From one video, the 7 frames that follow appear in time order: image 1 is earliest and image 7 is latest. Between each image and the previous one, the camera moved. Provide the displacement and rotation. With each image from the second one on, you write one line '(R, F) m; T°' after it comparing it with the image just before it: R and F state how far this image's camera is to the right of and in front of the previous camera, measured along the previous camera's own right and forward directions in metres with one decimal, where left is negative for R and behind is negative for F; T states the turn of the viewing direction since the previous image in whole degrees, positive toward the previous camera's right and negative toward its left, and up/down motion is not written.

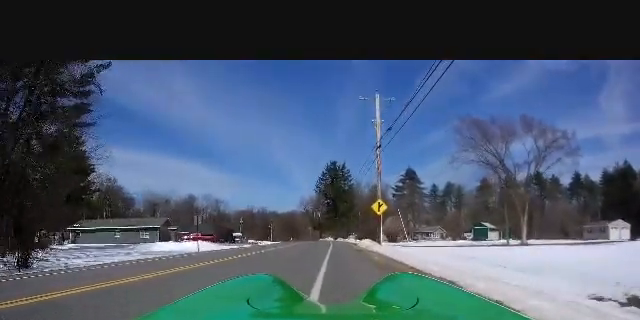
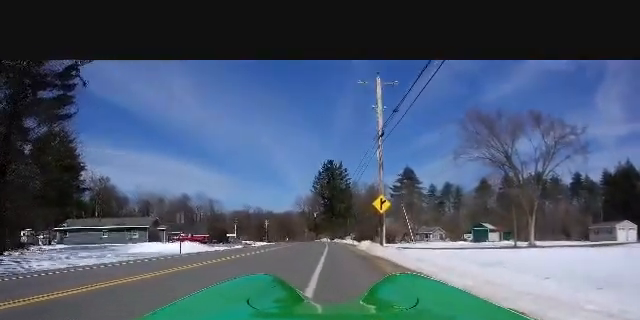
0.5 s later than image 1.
(+0.1, +2.9) m; 0°
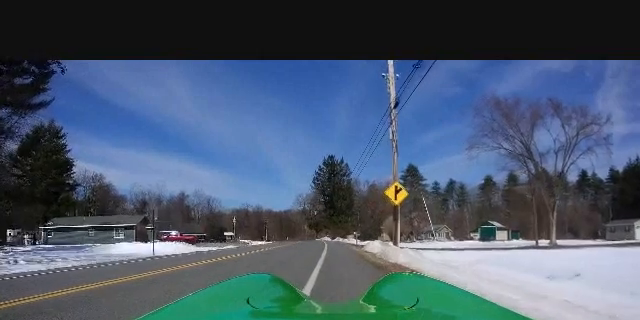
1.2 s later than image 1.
(-0.2, +4.6) m; -2°
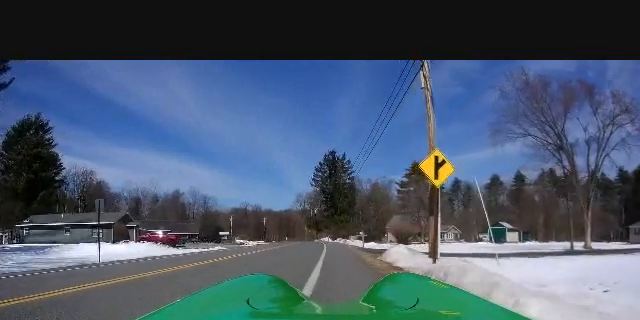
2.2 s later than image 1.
(-0.1, +6.2) m; -1°
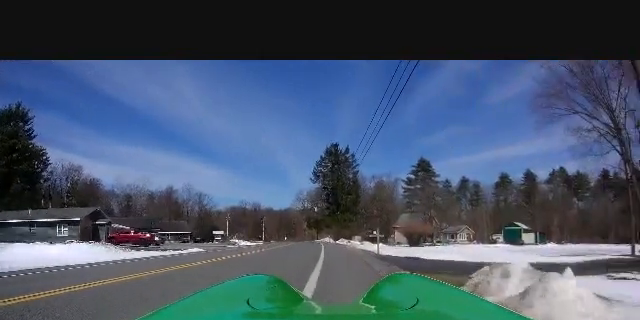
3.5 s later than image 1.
(0.0, +7.9) m; 0°
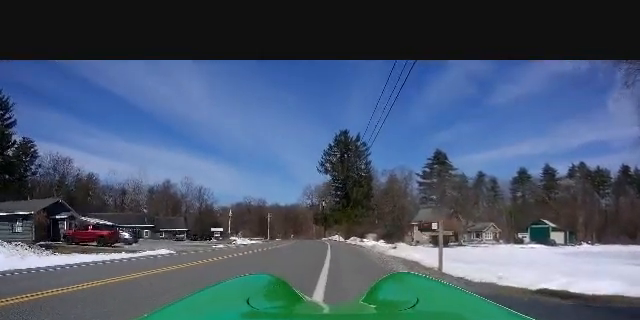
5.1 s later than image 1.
(+0.4, +9.3) m; +3°
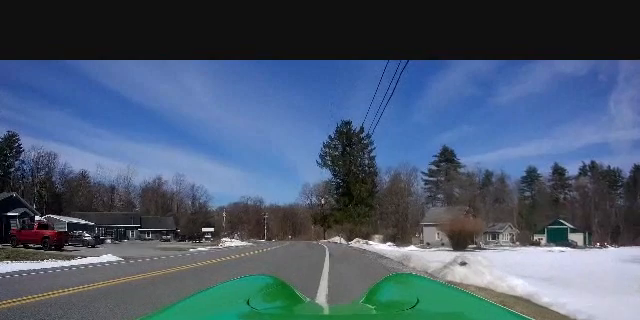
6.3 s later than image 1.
(-0.2, +7.4) m; 0°
